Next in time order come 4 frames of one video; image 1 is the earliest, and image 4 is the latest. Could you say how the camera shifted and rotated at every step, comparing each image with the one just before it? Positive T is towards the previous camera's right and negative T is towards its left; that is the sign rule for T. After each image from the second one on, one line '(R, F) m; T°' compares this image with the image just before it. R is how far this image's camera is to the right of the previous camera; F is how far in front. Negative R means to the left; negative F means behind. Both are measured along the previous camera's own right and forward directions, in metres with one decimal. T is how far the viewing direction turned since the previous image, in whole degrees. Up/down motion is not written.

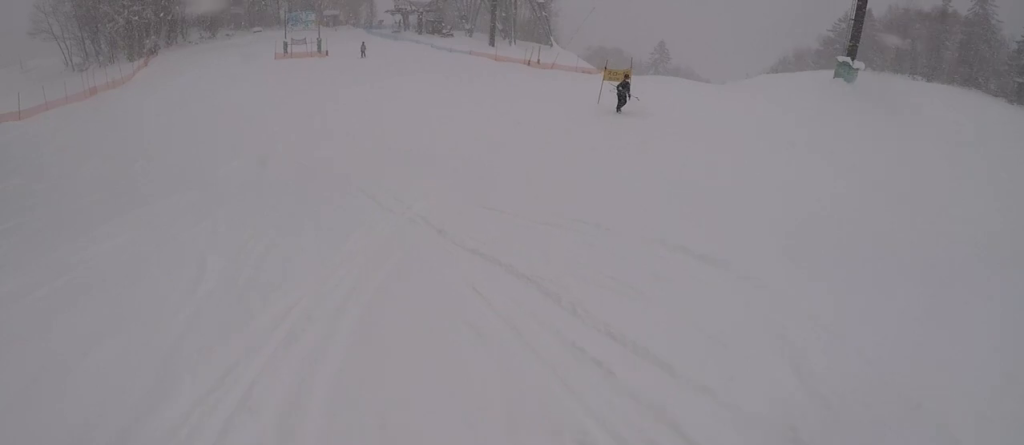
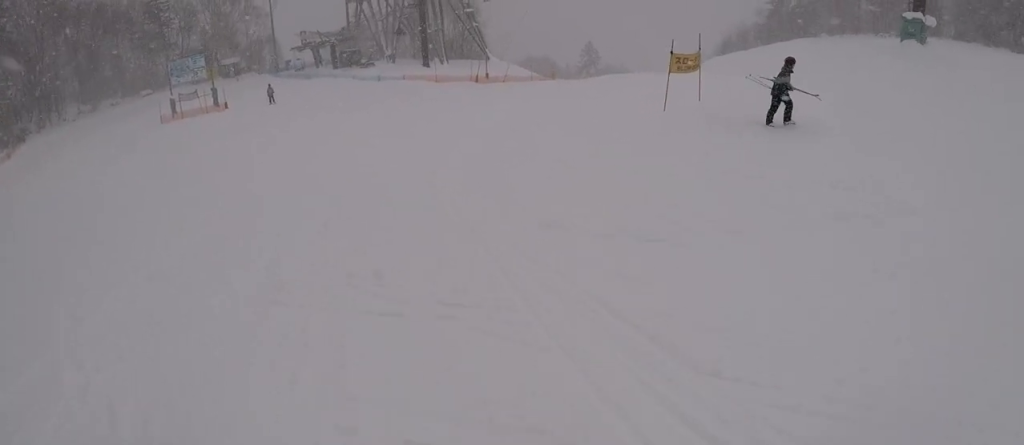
(+0.8, +12.1) m; +4°
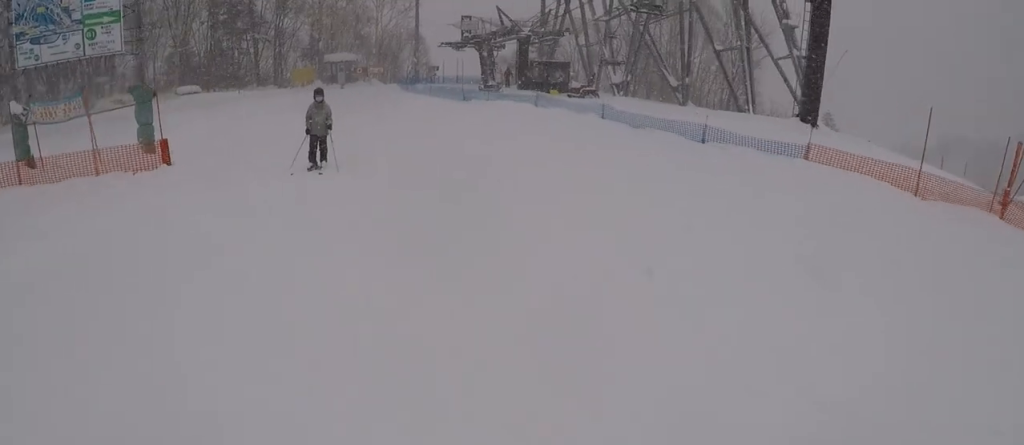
(+1.0, +32.6) m; -3°
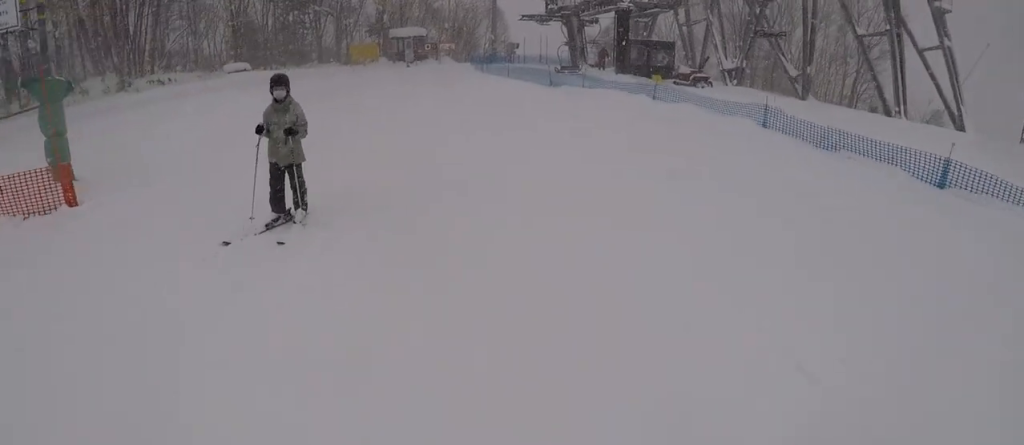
(-0.2, +5.5) m; +1°
